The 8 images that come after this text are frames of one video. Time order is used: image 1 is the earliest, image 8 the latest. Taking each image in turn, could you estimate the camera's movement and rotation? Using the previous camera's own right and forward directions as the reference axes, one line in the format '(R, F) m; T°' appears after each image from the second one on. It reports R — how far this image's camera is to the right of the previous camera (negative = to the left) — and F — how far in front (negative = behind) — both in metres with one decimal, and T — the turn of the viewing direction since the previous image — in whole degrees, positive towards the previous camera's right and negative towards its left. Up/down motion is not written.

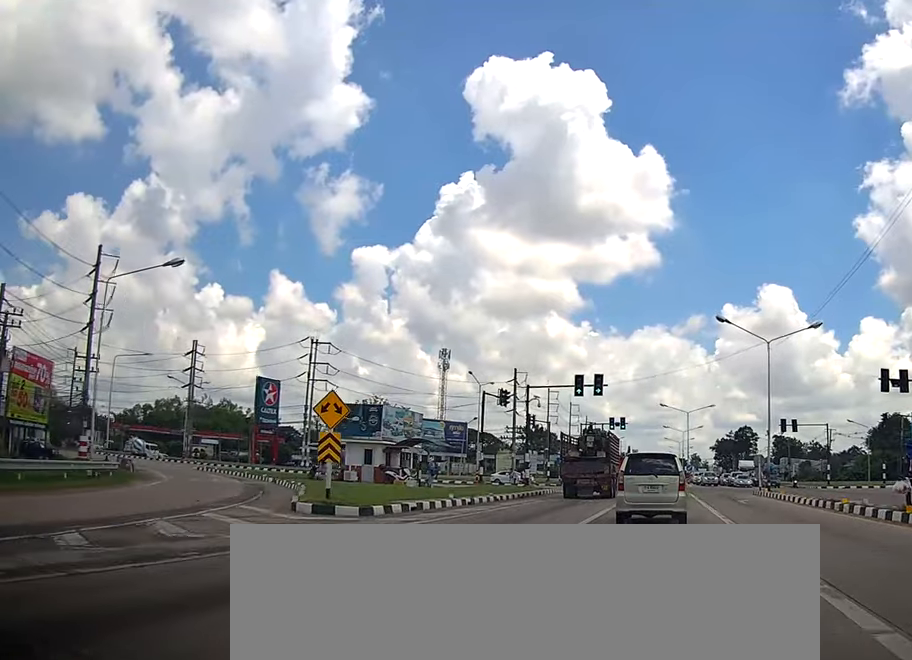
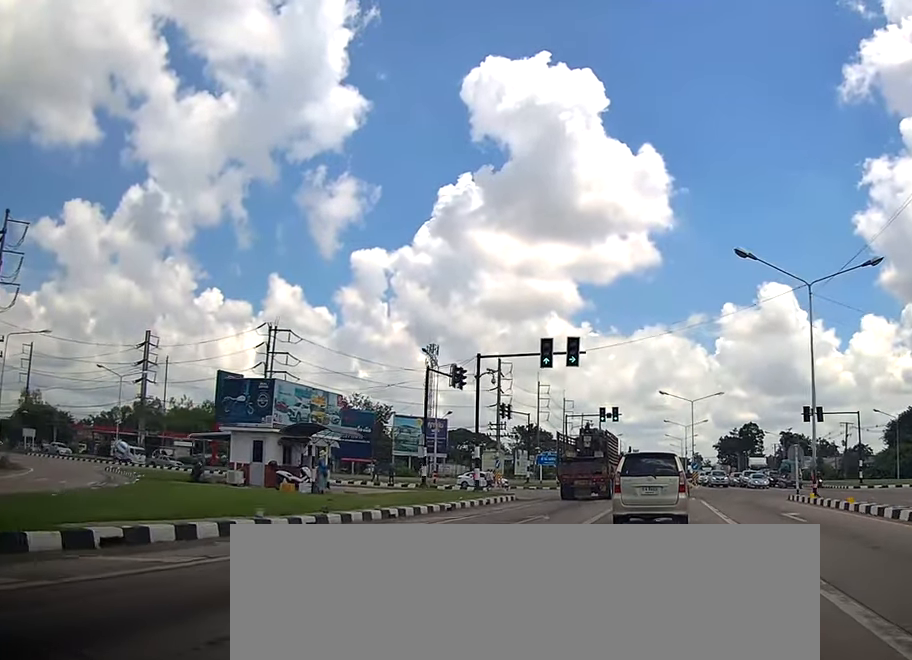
(0.0, +12.1) m; 0°
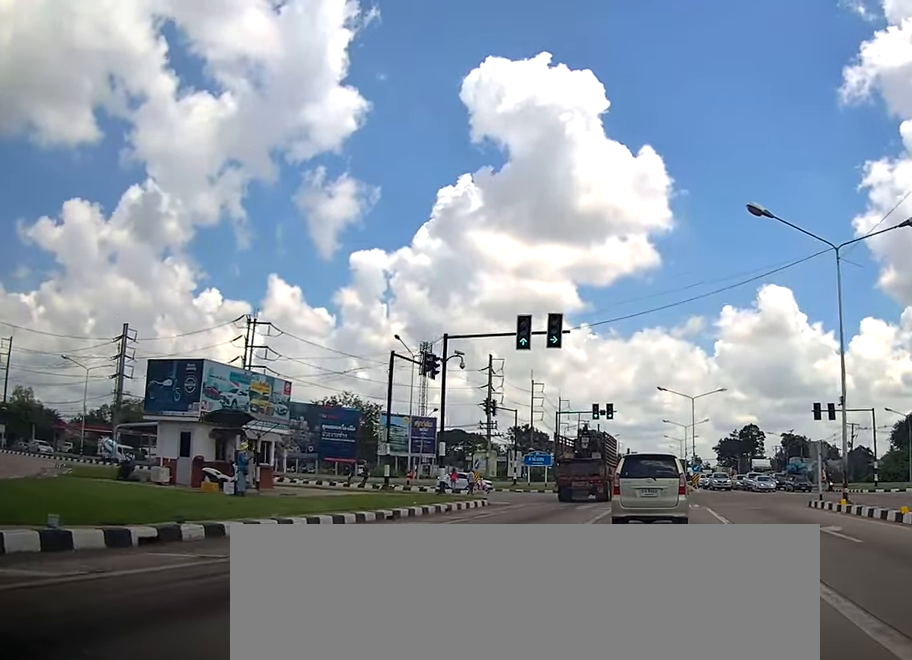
(0.0, +5.1) m; 0°
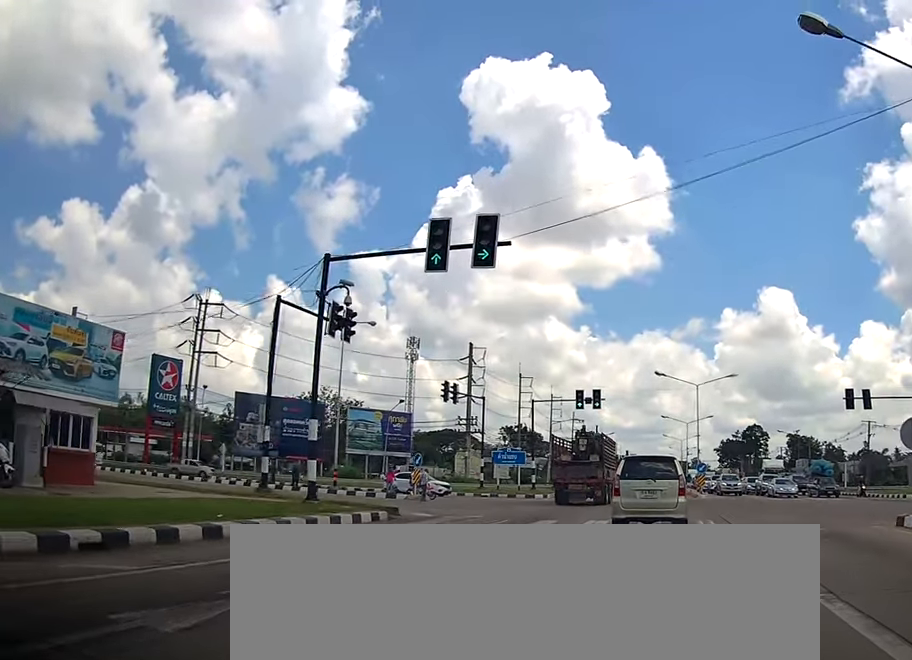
(0.0, +10.7) m; 0°
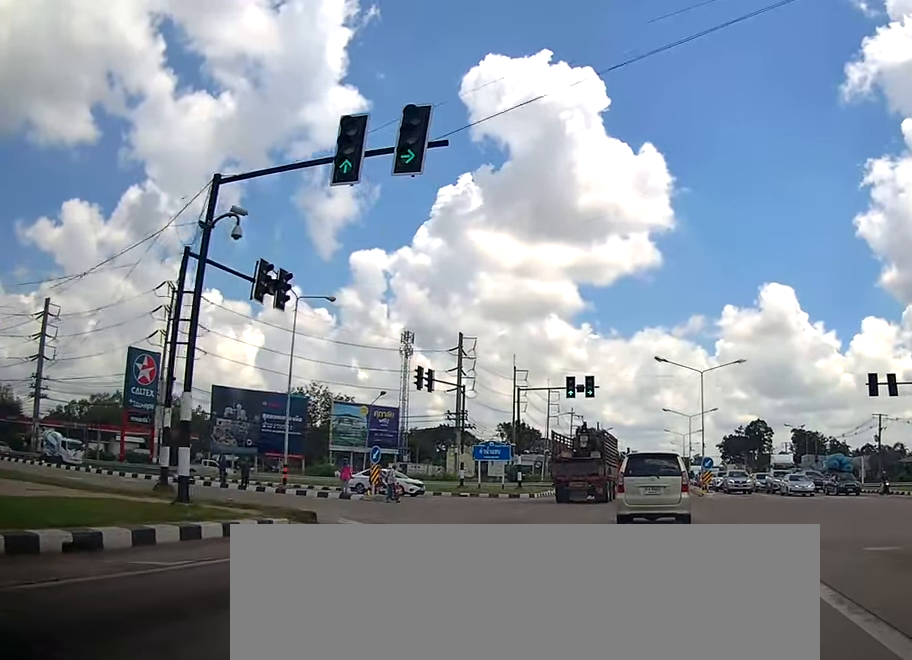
(0.0, +5.3) m; 0°
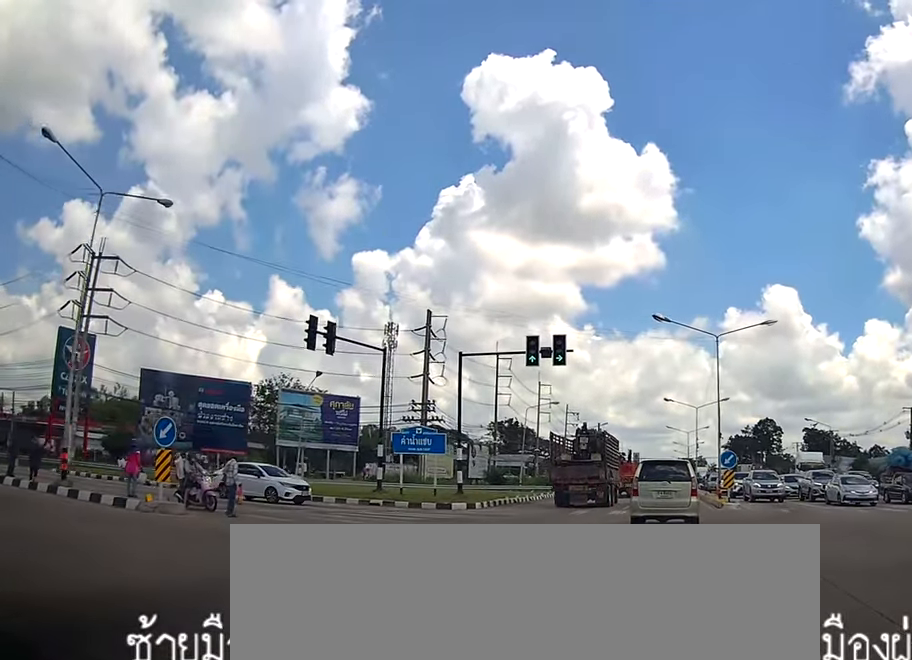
(+0.1, +13.4) m; +1°
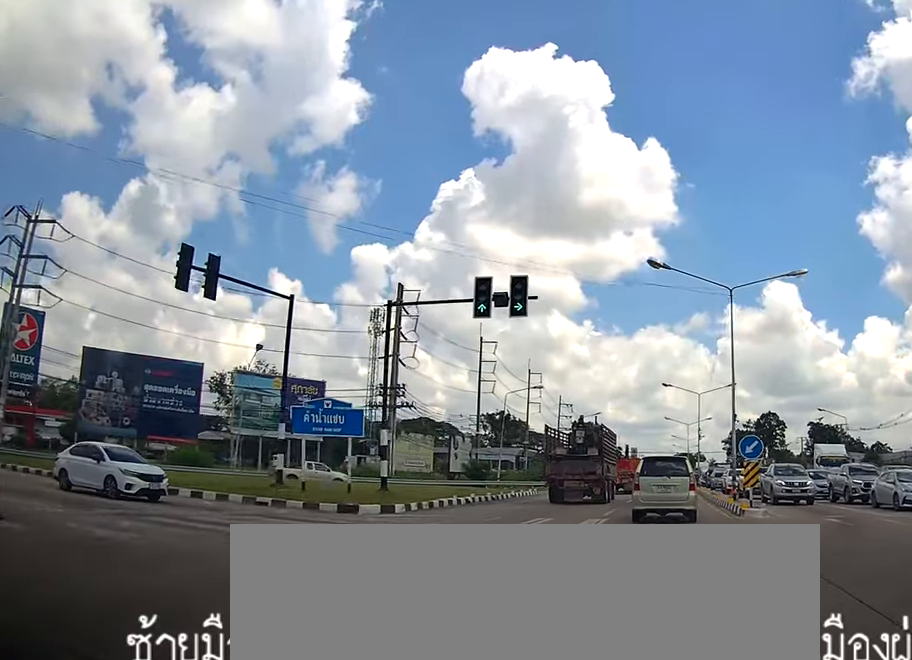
(0.0, +8.5) m; -2°
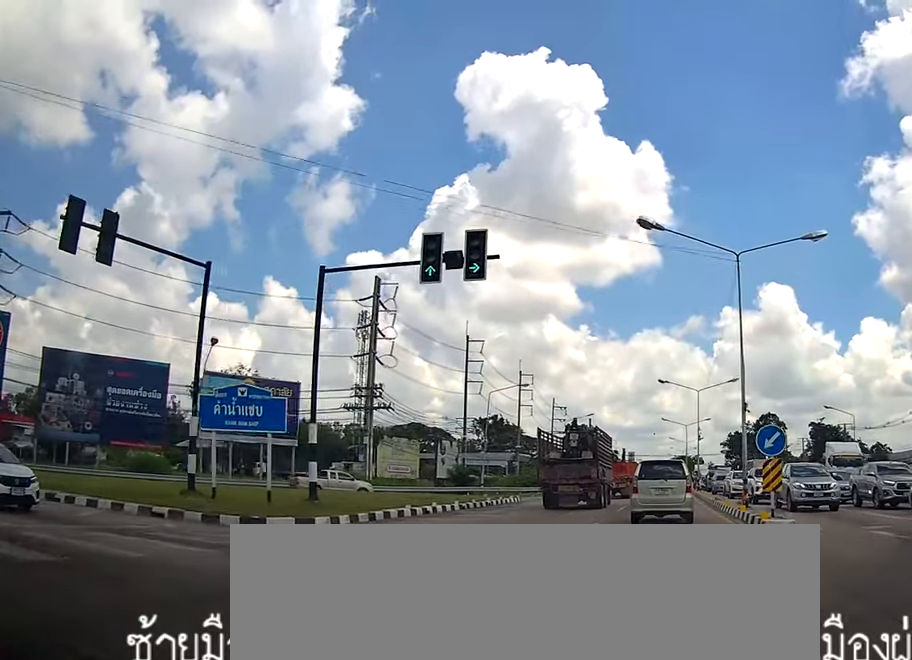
(-0.1, +4.7) m; -1°
